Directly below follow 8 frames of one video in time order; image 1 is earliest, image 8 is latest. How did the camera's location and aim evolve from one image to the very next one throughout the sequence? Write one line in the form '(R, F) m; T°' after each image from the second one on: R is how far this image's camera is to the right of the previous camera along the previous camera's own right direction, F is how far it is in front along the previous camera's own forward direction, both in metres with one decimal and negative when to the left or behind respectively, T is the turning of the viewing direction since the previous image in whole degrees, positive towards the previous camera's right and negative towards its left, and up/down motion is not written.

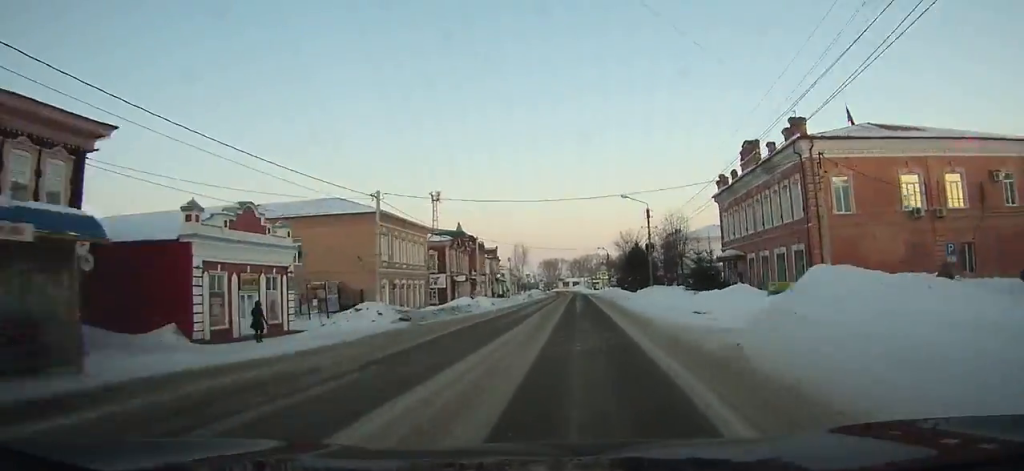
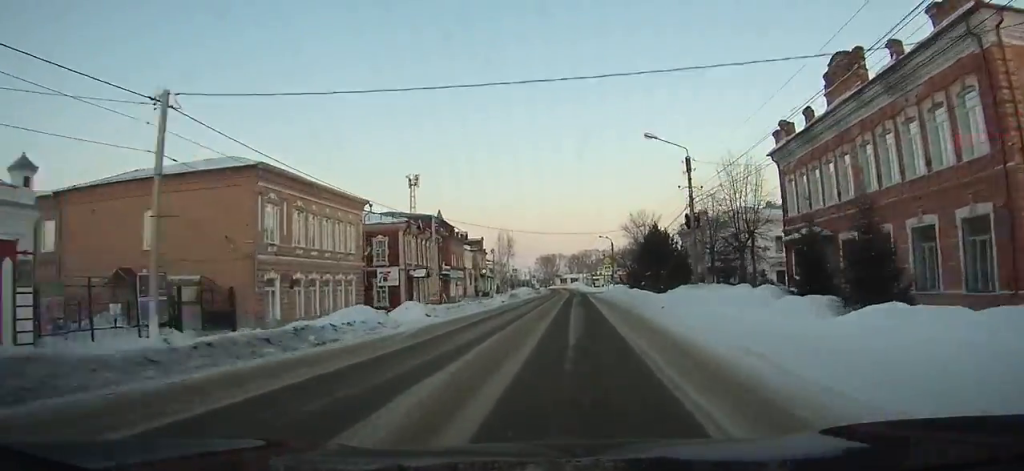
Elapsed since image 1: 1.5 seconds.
(+0.1, +18.3) m; 0°
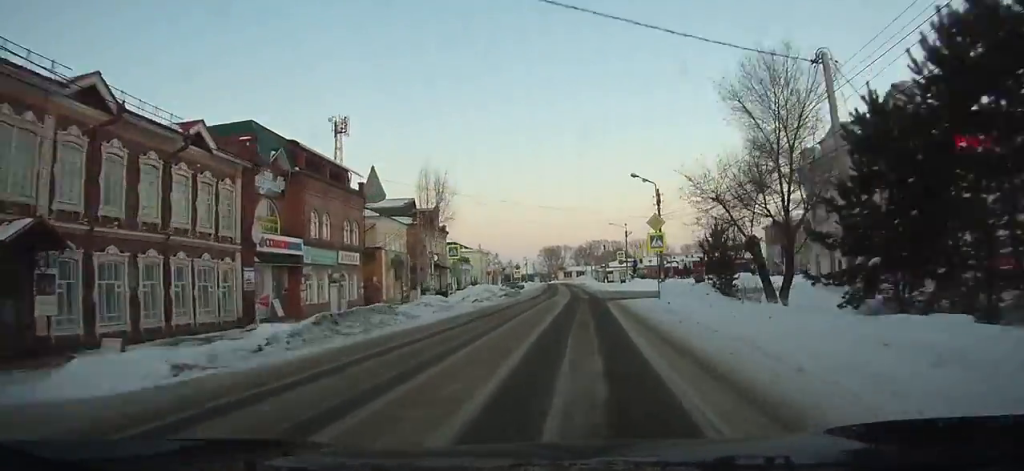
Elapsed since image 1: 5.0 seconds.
(-0.4, +43.2) m; -1°
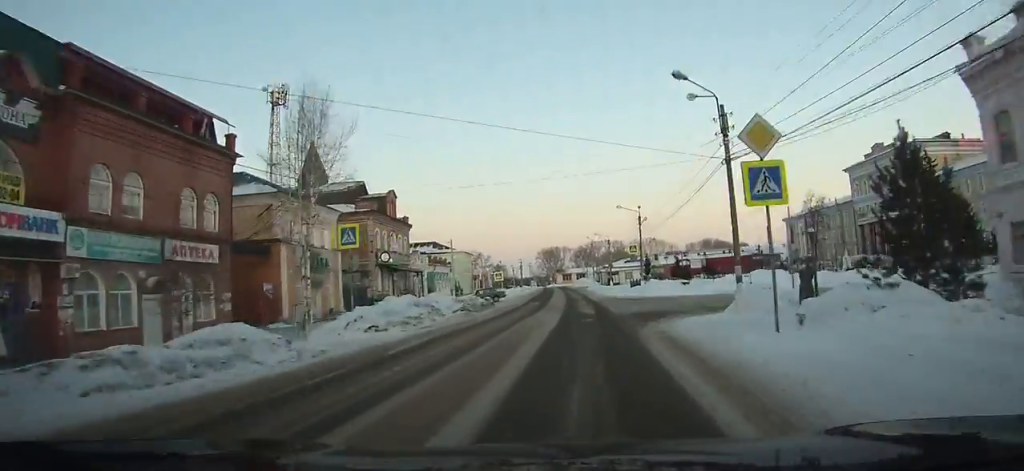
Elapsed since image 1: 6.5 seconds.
(-0.2, +18.6) m; 0°
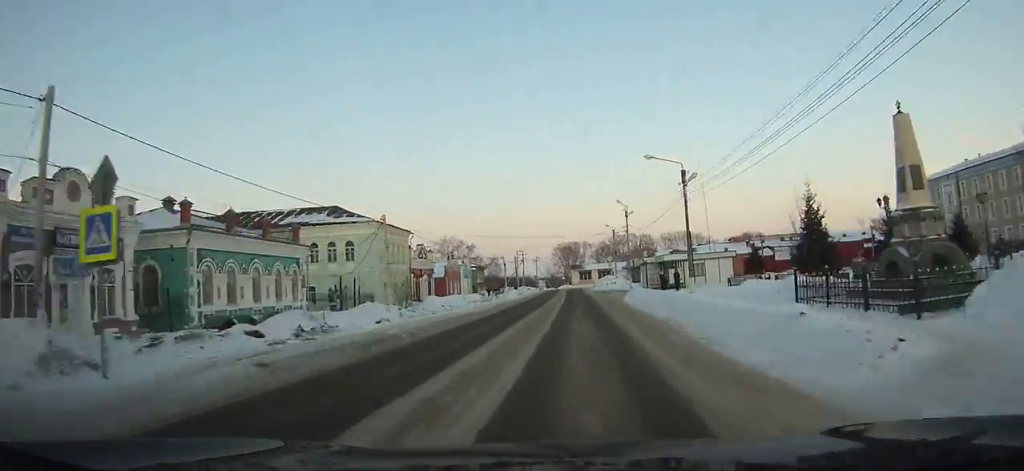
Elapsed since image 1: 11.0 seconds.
(-0.4, +55.1) m; -1°
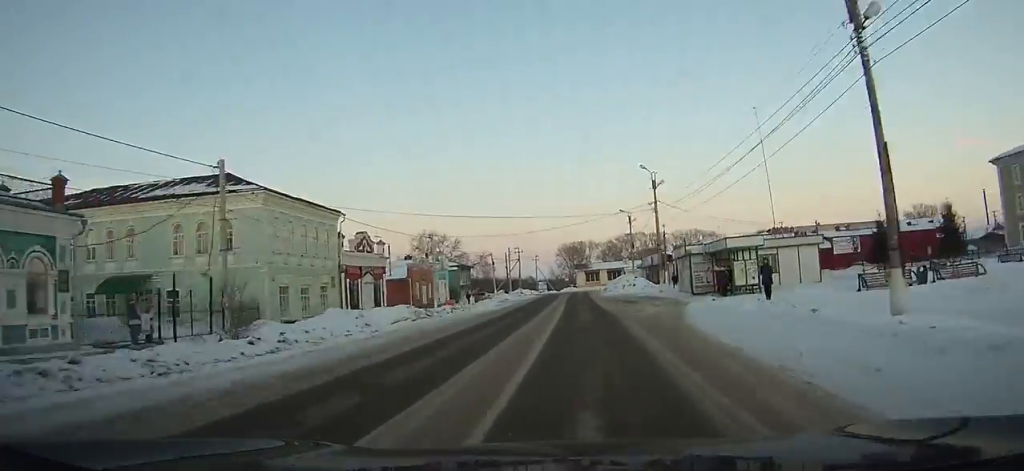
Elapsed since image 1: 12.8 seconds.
(-0.2, +21.4) m; 0°
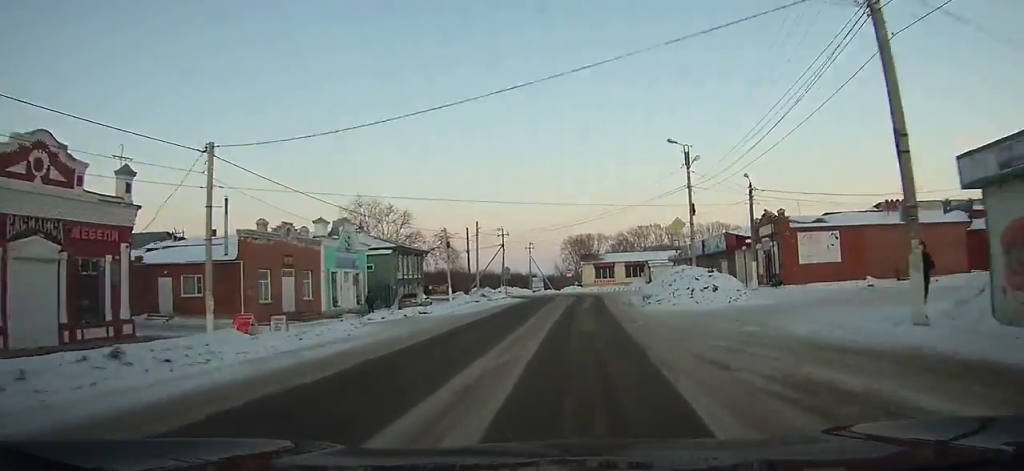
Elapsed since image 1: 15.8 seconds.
(-0.1, +34.1) m; 0°
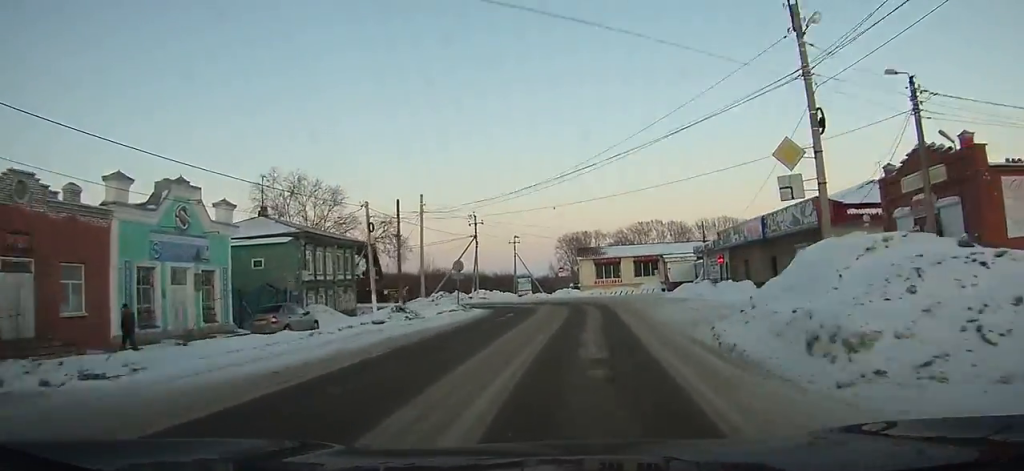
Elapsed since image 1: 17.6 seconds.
(+0.1, +19.0) m; -1°
